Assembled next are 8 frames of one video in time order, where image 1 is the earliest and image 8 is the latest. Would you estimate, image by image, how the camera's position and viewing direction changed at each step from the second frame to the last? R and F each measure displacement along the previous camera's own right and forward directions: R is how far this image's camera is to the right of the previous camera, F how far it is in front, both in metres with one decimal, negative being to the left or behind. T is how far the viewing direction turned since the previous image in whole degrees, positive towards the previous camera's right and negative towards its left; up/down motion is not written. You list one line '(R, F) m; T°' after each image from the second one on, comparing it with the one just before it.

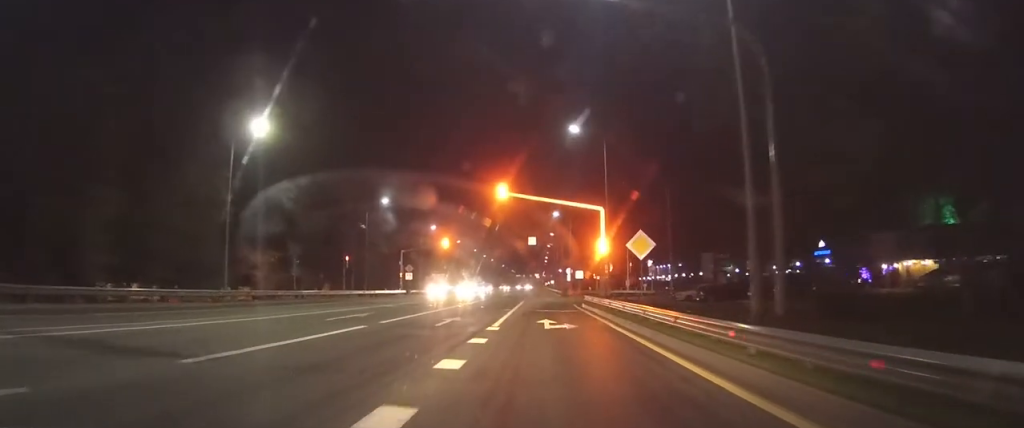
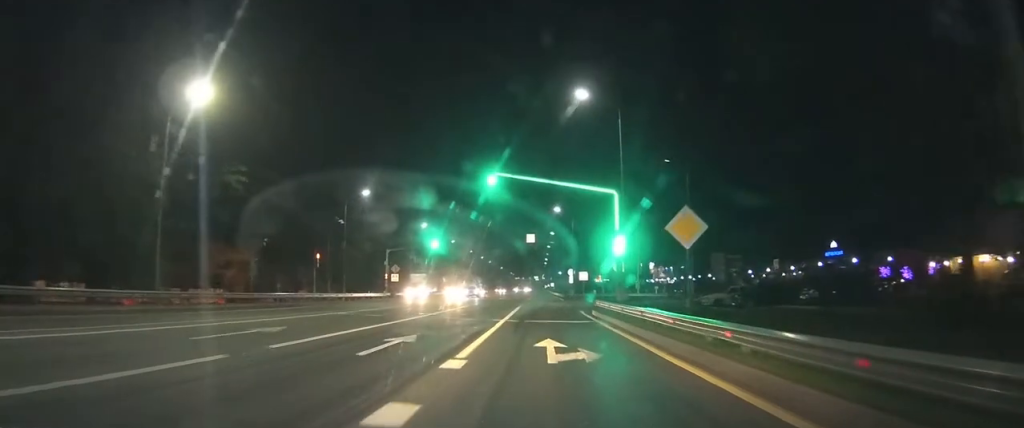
(0.0, +8.3) m; -1°
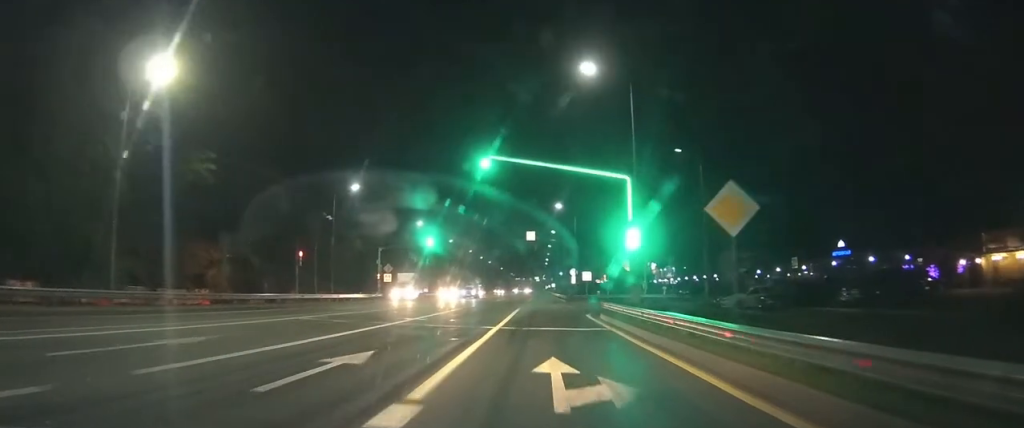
(-0.1, +3.9) m; -1°
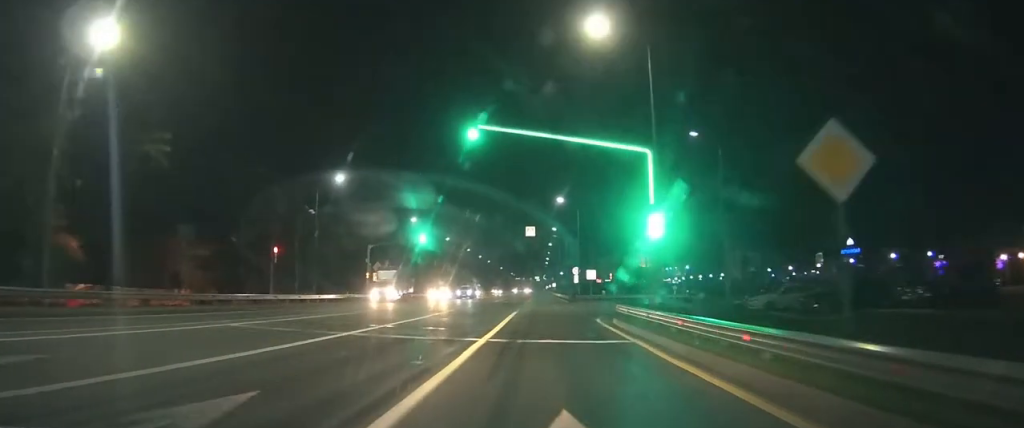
(0.0, +4.5) m; -1°
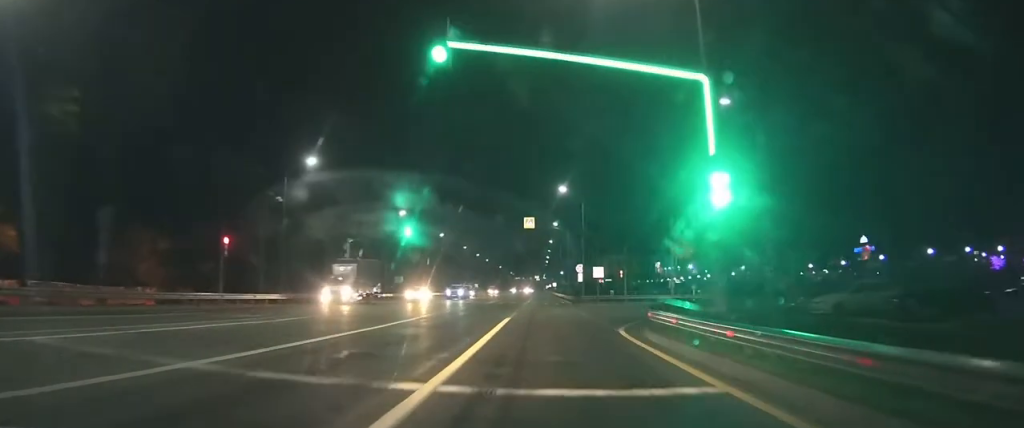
(0.0, +6.5) m; 0°
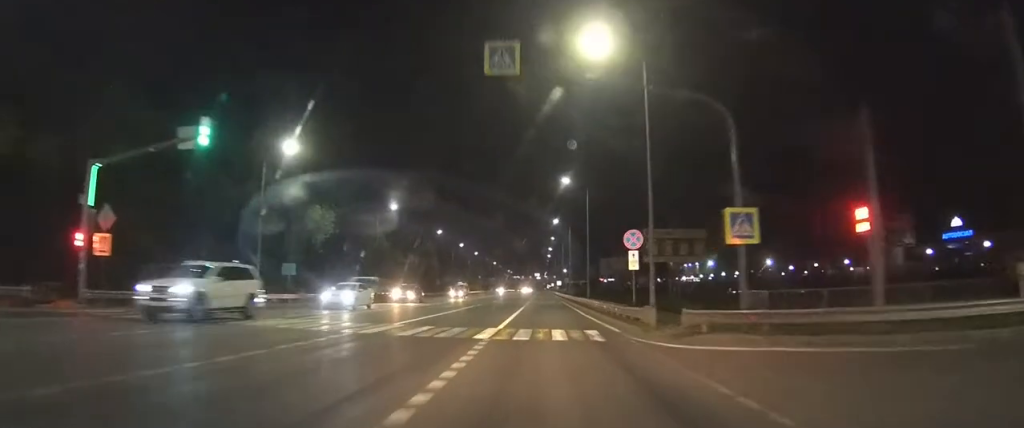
(+0.4, +31.0) m; +1°
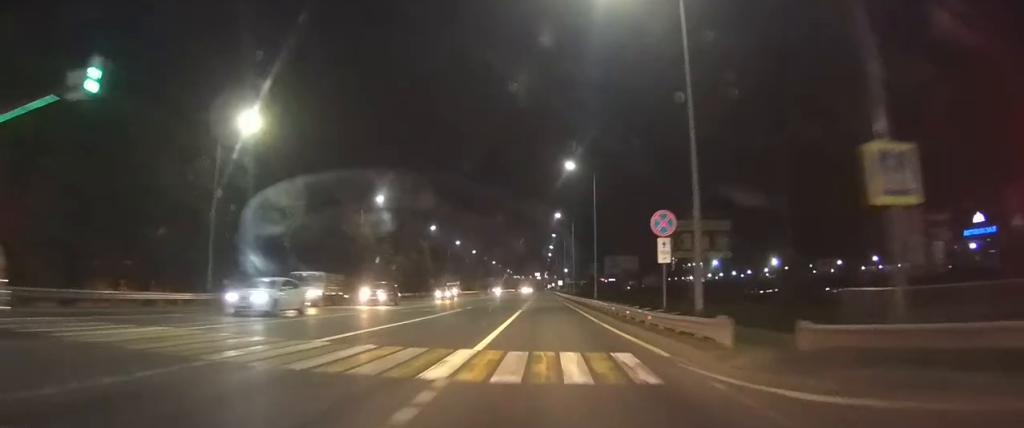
(0.0, +6.6) m; 0°
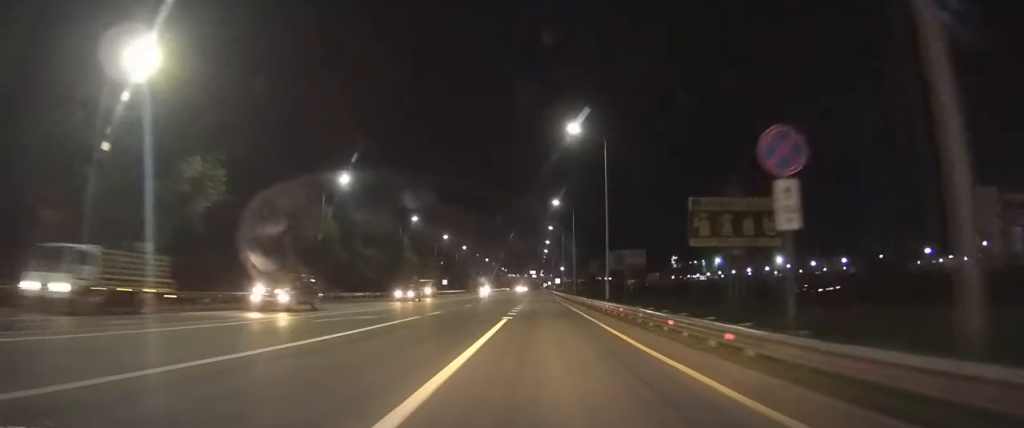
(0.0, +12.1) m; 0°
